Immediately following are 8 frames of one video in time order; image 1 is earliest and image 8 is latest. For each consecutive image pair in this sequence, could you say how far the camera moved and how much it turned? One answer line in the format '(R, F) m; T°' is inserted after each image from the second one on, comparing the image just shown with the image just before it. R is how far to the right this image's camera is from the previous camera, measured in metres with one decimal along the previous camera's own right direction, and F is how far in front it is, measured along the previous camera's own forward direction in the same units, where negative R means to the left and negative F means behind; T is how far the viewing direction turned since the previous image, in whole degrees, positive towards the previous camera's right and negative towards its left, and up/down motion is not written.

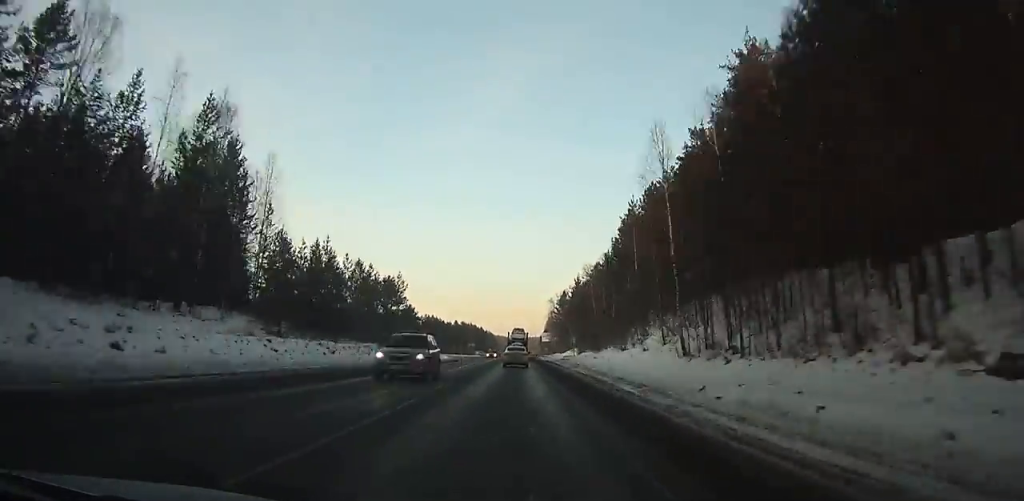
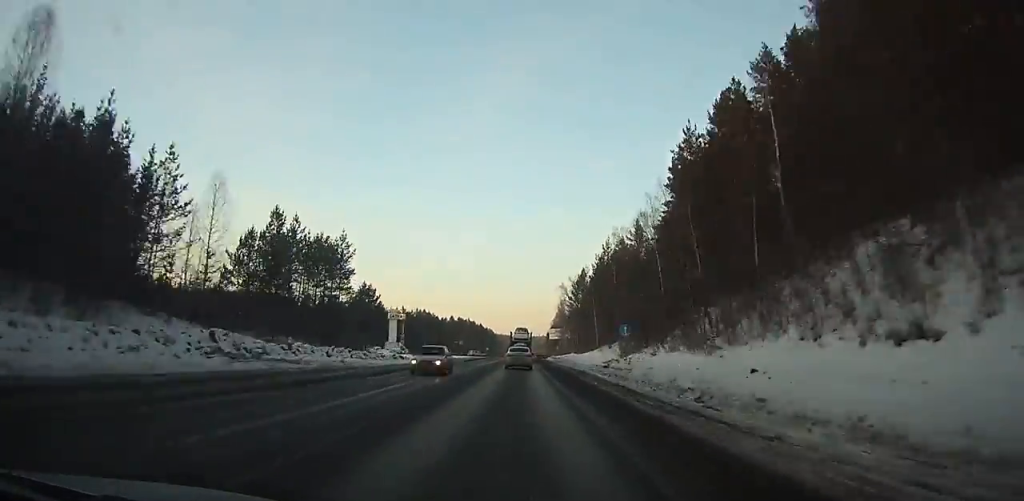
(+0.1, +32.5) m; 0°
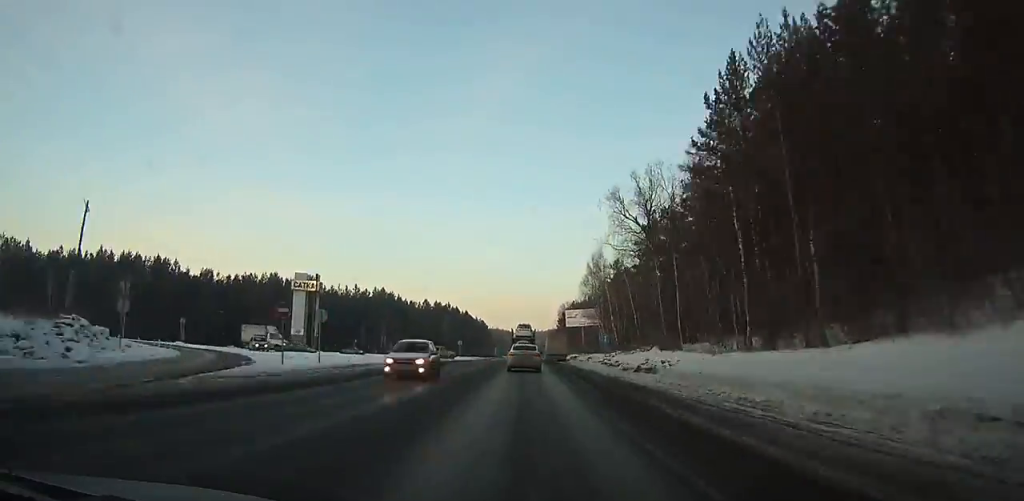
(+0.3, +70.8) m; 0°
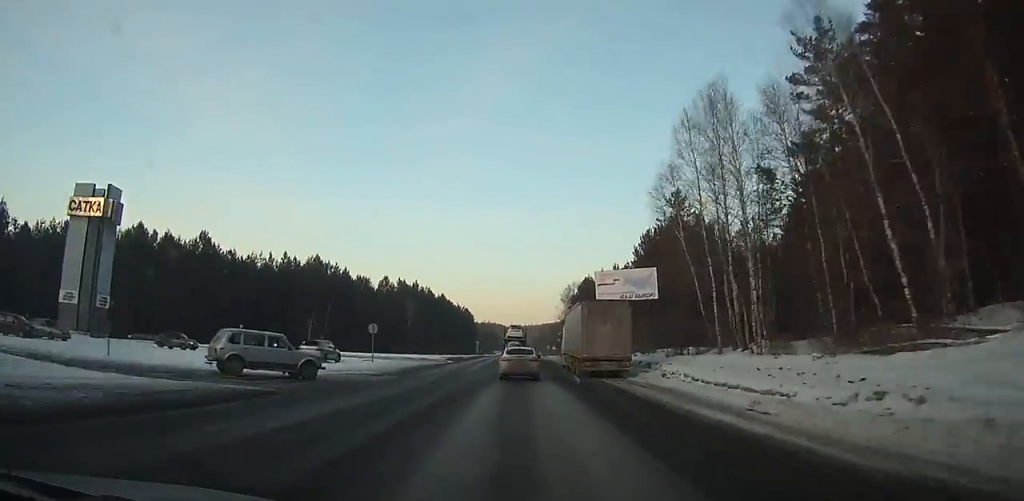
(+0.1, +55.5) m; 0°
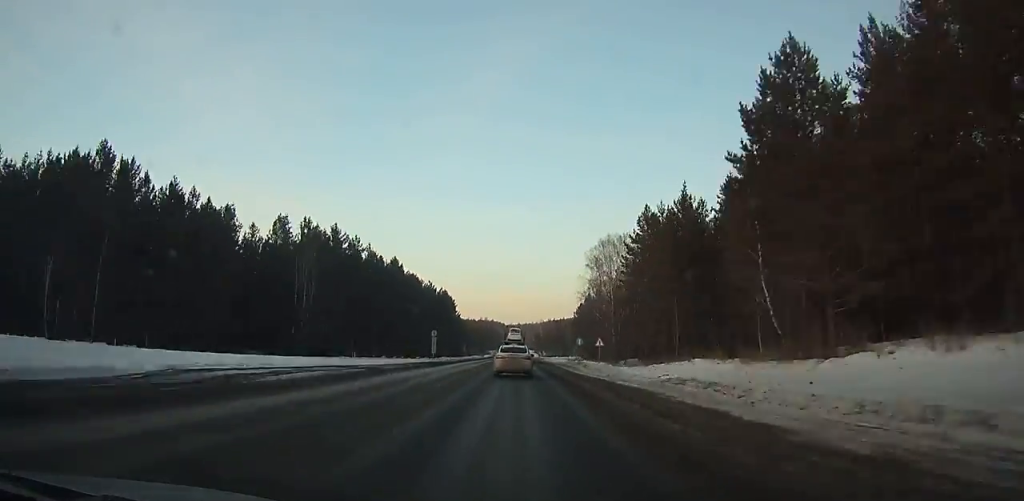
(-0.2, +77.2) m; 0°
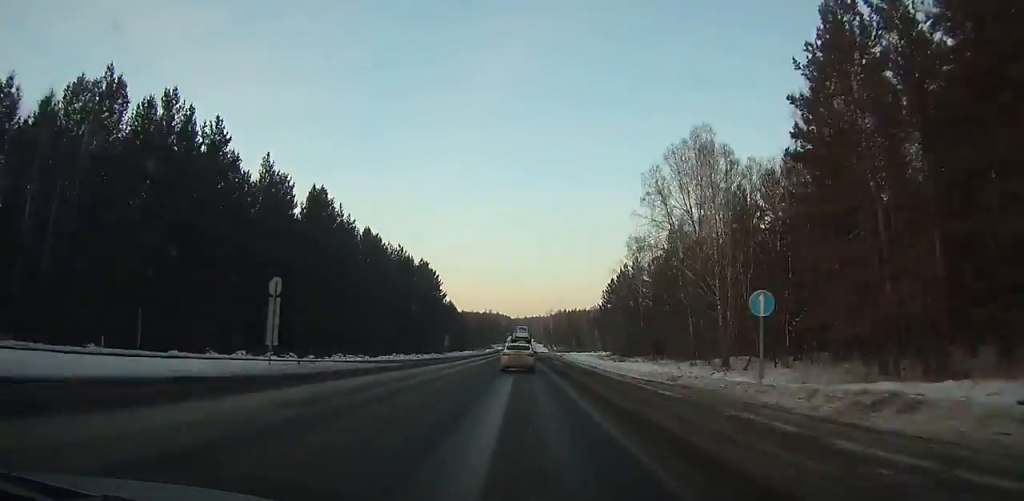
(-0.3, +50.0) m; 0°
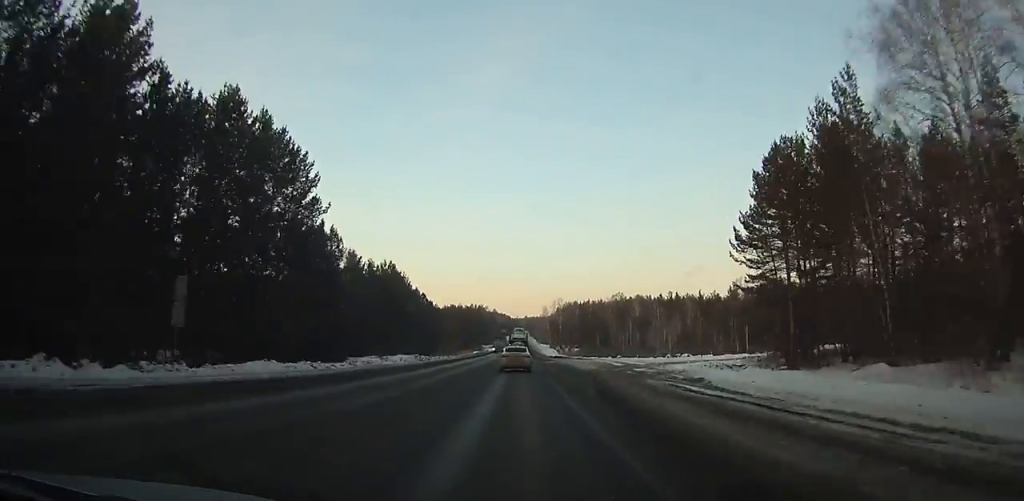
(+0.1, +82.0) m; 0°
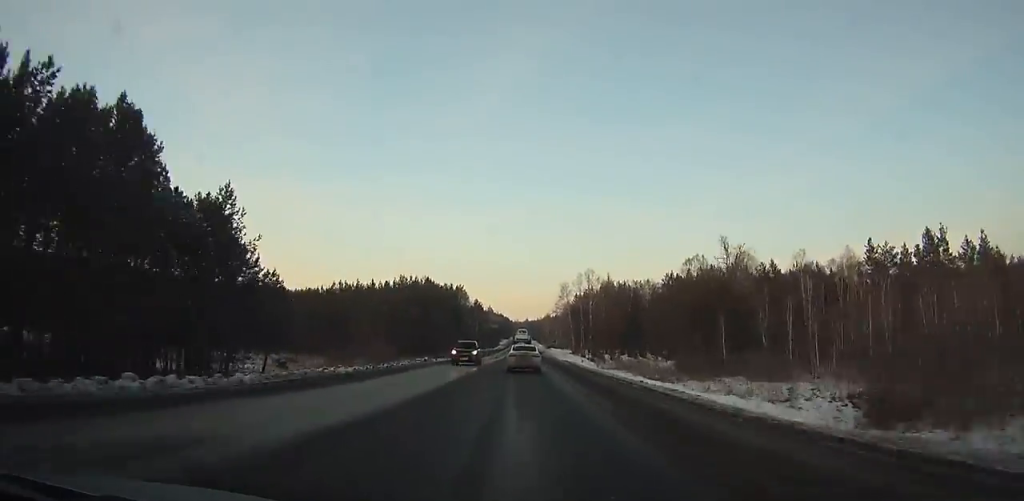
(-0.2, +103.6) m; 0°
